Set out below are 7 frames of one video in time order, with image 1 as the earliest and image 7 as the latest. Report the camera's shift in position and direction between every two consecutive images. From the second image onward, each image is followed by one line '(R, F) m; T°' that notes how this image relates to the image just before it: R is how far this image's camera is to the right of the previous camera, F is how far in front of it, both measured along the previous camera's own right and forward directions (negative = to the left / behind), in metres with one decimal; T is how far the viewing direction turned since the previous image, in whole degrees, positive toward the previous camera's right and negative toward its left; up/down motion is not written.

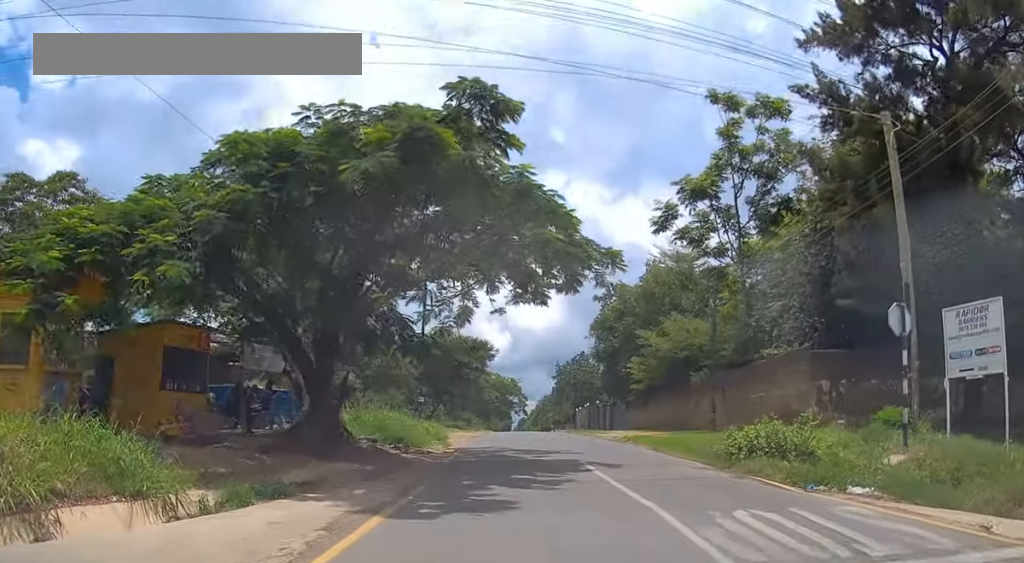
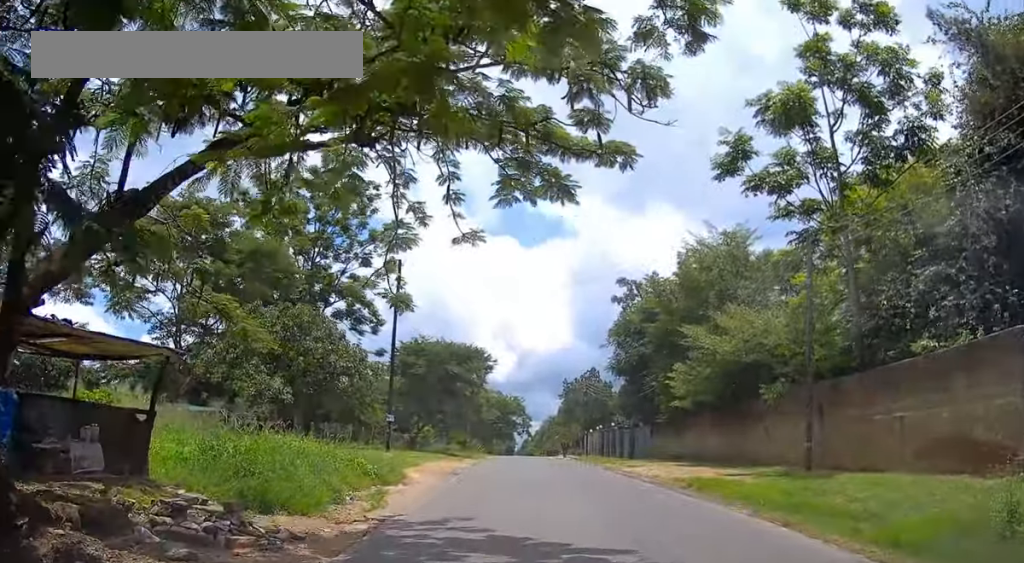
(+0.4, +10.8) m; +1°
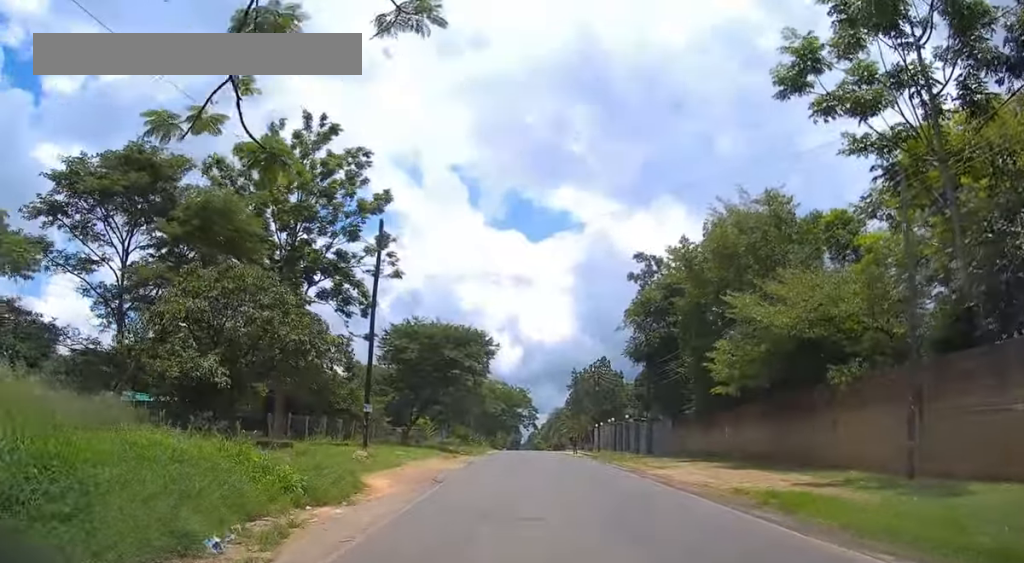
(0.0, +5.9) m; -1°
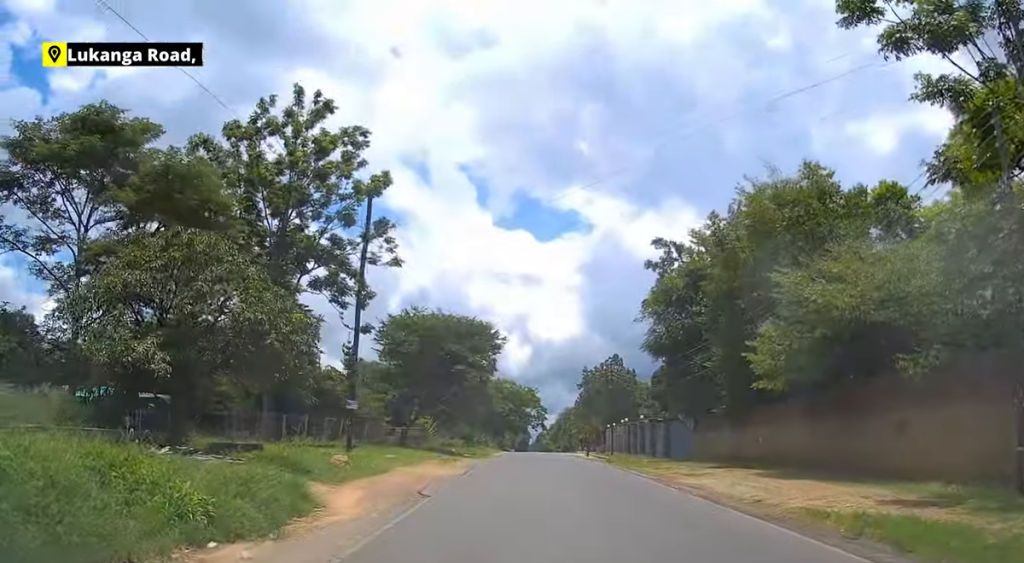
(0.0, +3.8) m; -1°
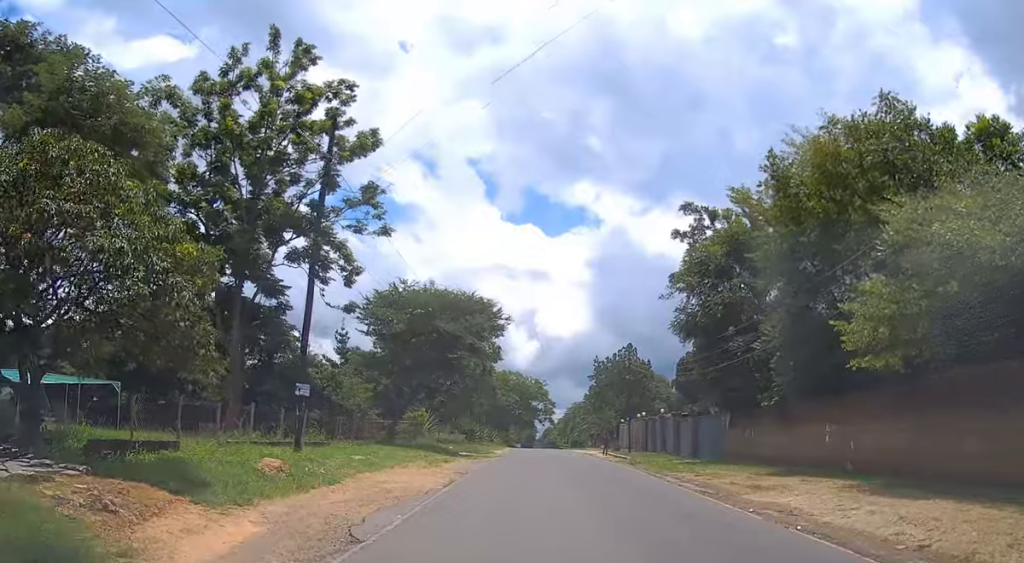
(-0.1, +6.3) m; 0°
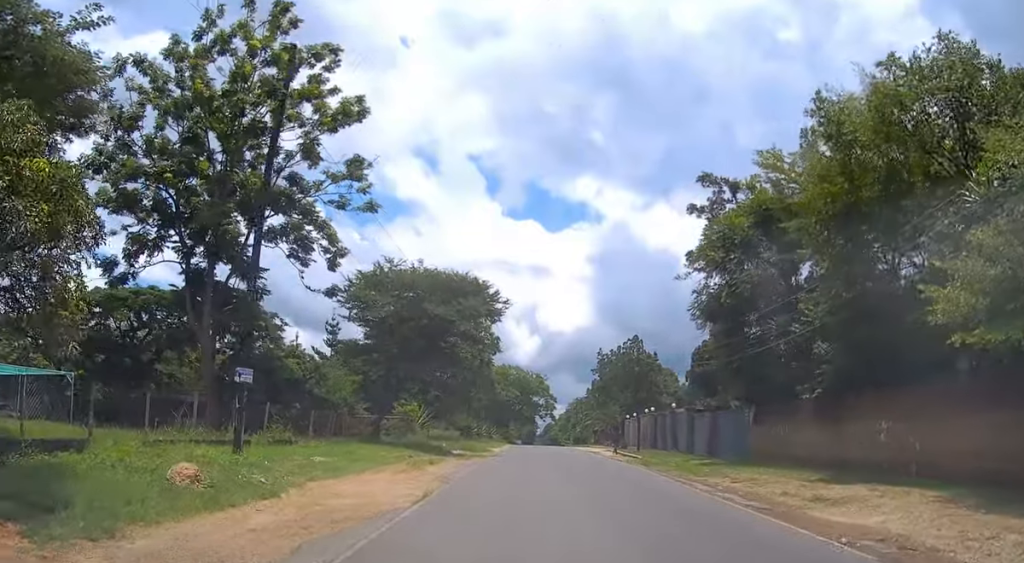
(+0.1, +4.0) m; 0°
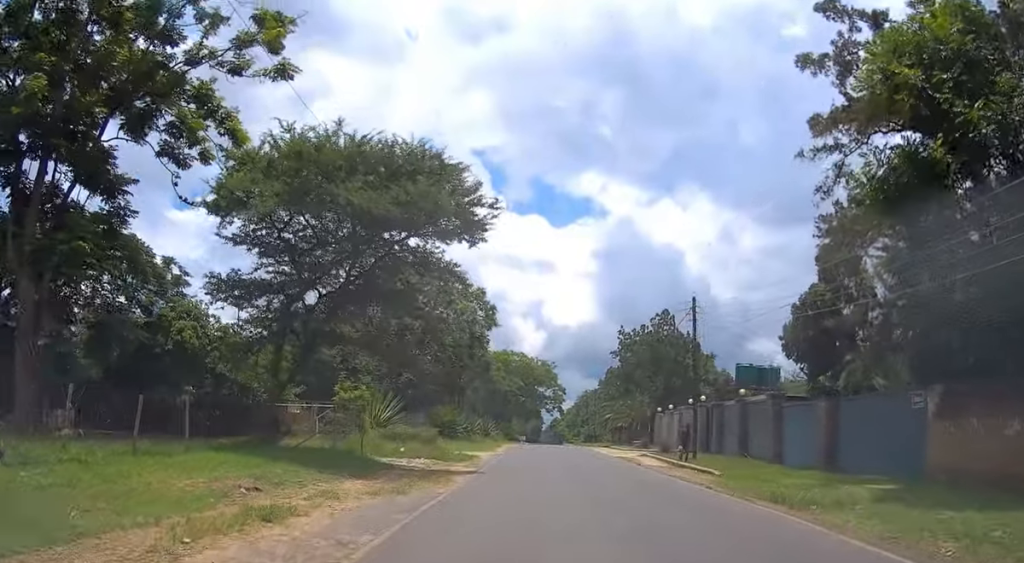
(-0.1, +15.2) m; -1°
